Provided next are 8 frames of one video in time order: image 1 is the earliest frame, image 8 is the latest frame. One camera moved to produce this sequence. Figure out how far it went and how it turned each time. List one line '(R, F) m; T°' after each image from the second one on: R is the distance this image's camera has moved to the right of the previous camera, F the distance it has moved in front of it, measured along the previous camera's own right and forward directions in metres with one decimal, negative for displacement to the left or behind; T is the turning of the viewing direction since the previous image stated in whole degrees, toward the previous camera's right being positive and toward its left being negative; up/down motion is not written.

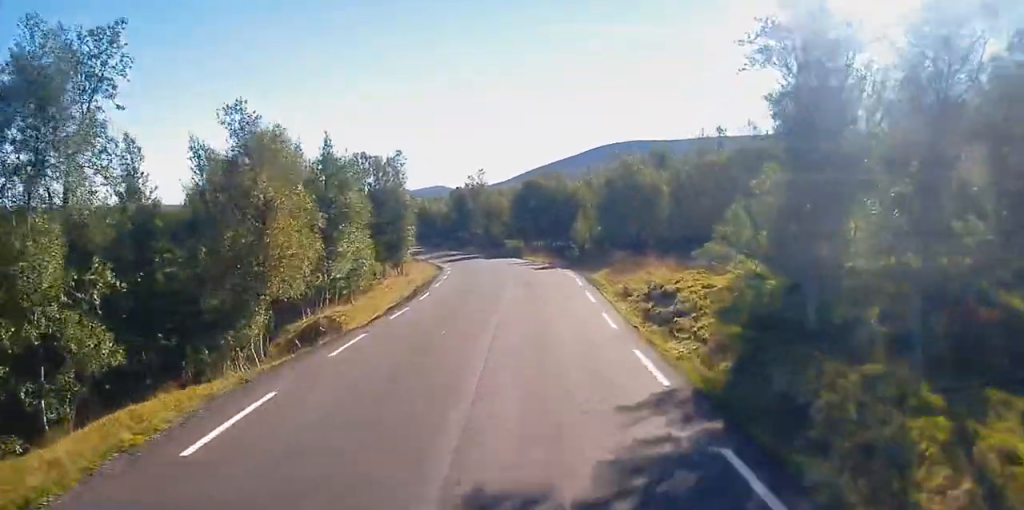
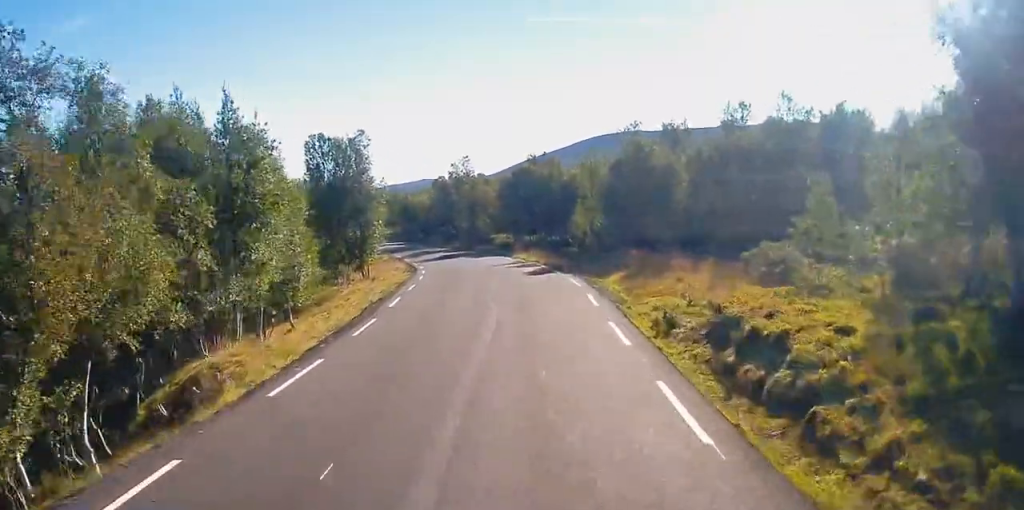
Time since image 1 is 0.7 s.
(+0.4, +8.9) m; 0°
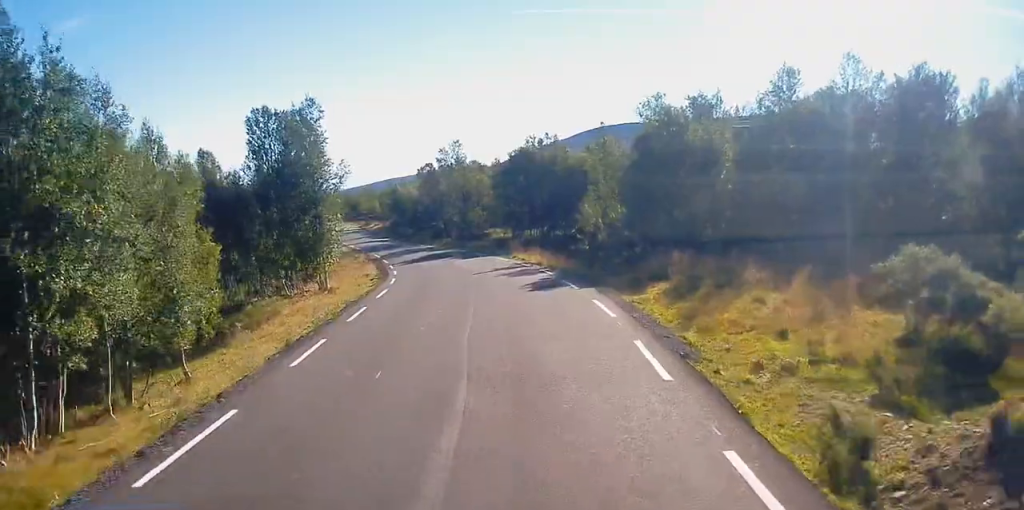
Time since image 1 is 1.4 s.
(-0.3, +9.7) m; -3°
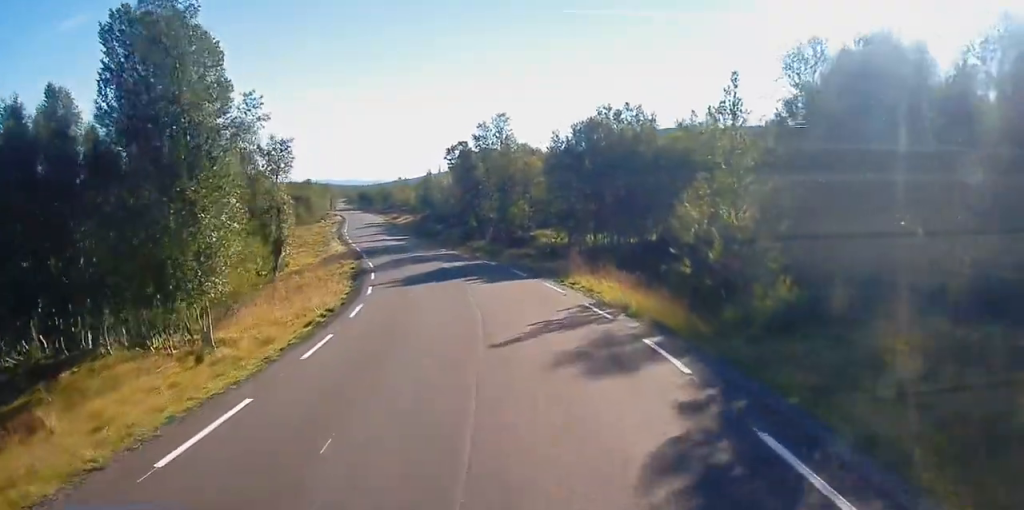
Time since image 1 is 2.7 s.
(-0.8, +17.6) m; -4°
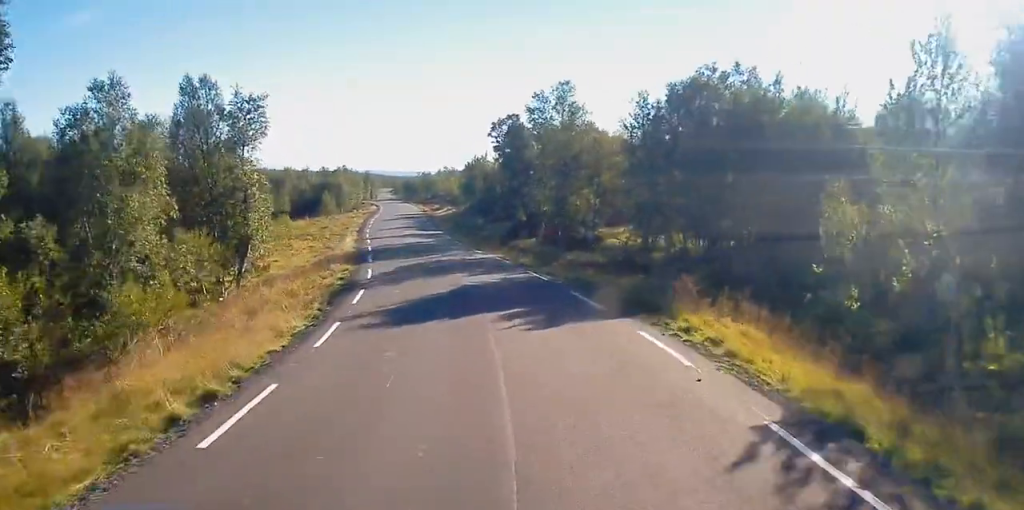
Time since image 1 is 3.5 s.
(0.0, +11.7) m; -4°
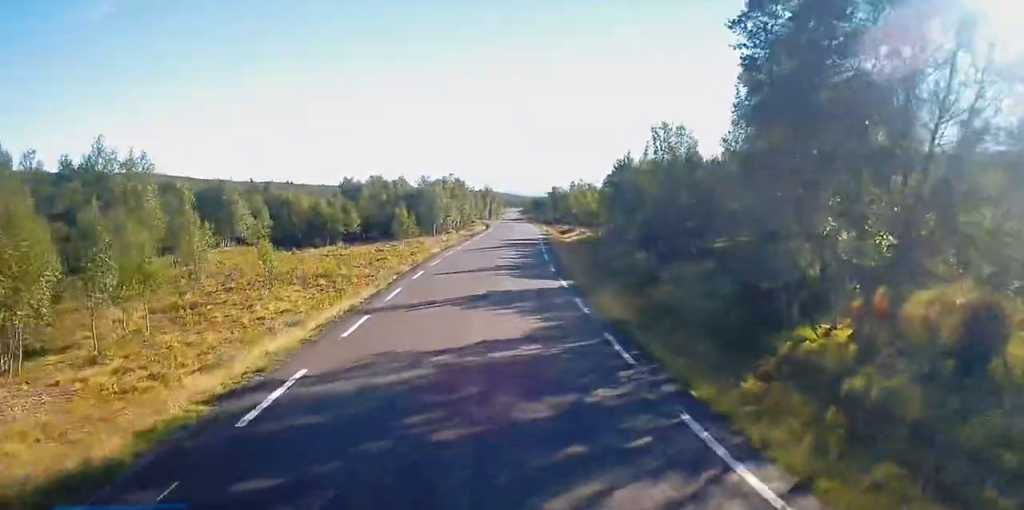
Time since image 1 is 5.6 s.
(-2.3, +29.5) m; -7°
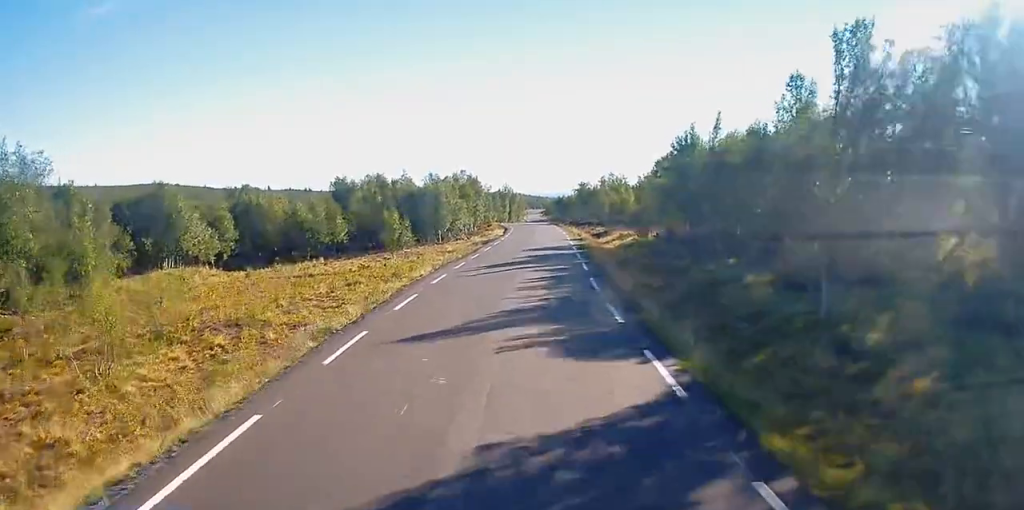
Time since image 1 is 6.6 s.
(-0.5, +14.4) m; 0°
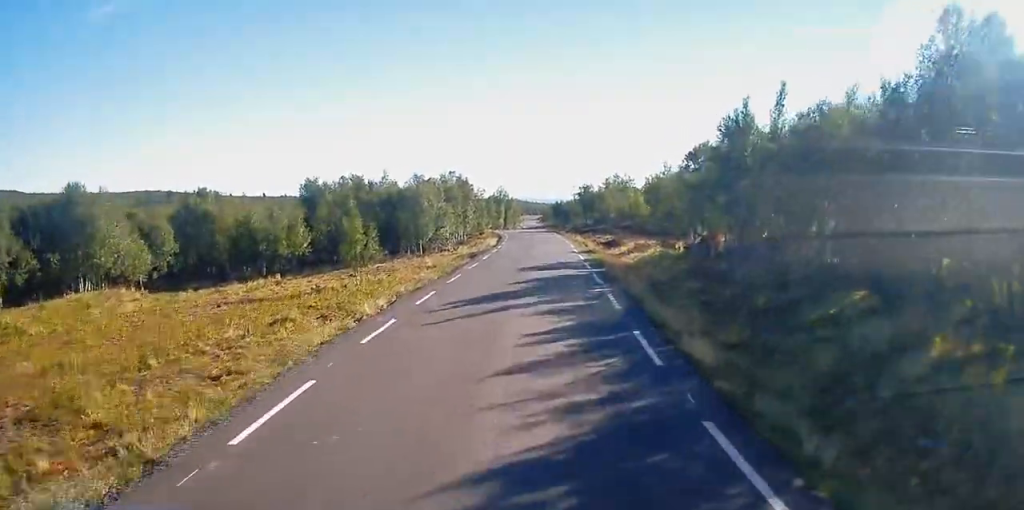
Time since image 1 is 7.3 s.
(+0.3, +10.1) m; 0°
